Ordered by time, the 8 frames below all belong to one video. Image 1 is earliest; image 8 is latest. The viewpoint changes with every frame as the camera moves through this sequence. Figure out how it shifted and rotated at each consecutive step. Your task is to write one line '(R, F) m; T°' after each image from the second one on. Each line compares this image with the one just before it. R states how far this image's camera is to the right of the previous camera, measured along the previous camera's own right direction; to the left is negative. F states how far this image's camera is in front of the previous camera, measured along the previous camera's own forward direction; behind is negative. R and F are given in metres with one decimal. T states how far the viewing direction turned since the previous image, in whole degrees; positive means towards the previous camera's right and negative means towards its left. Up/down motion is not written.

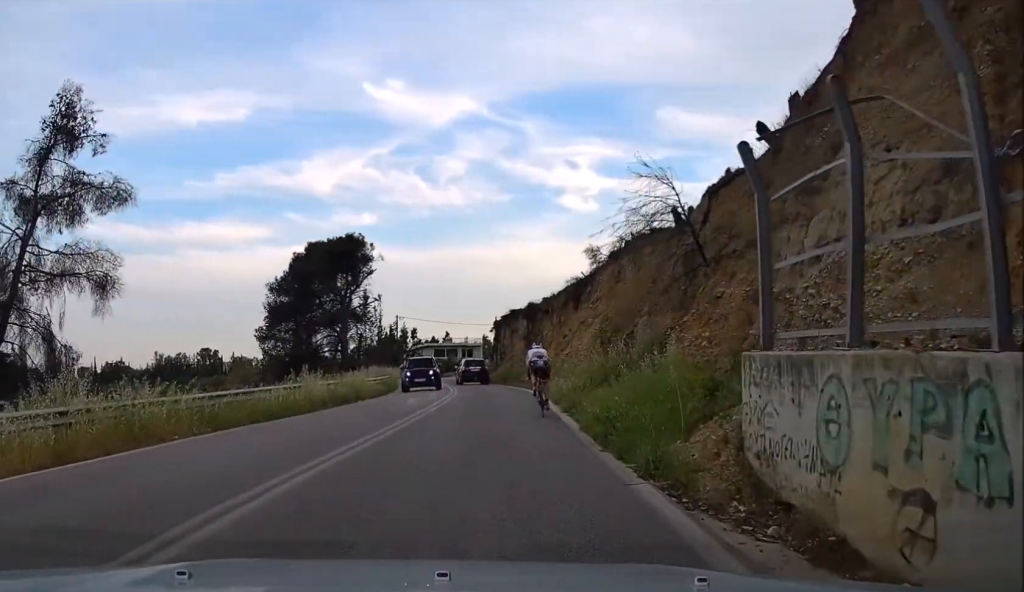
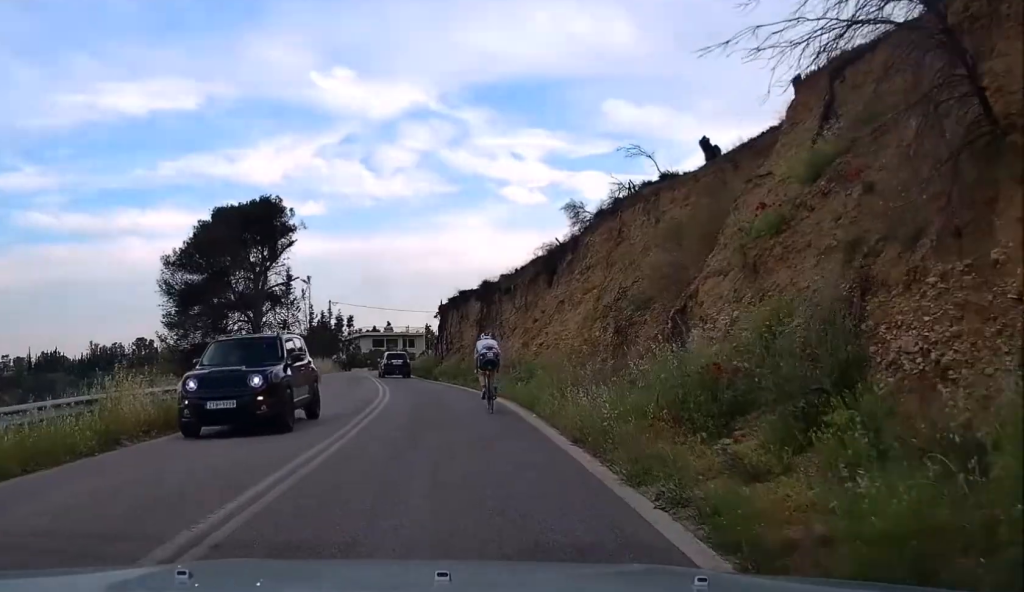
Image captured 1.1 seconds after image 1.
(+0.4, +10.5) m; +5°
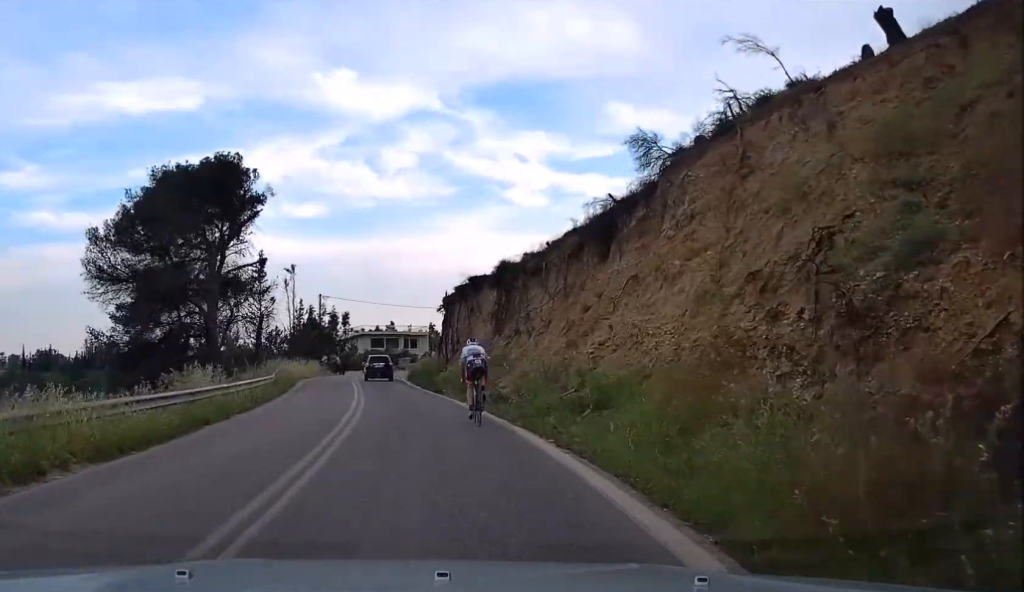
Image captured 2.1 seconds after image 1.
(+0.5, +10.3) m; +2°
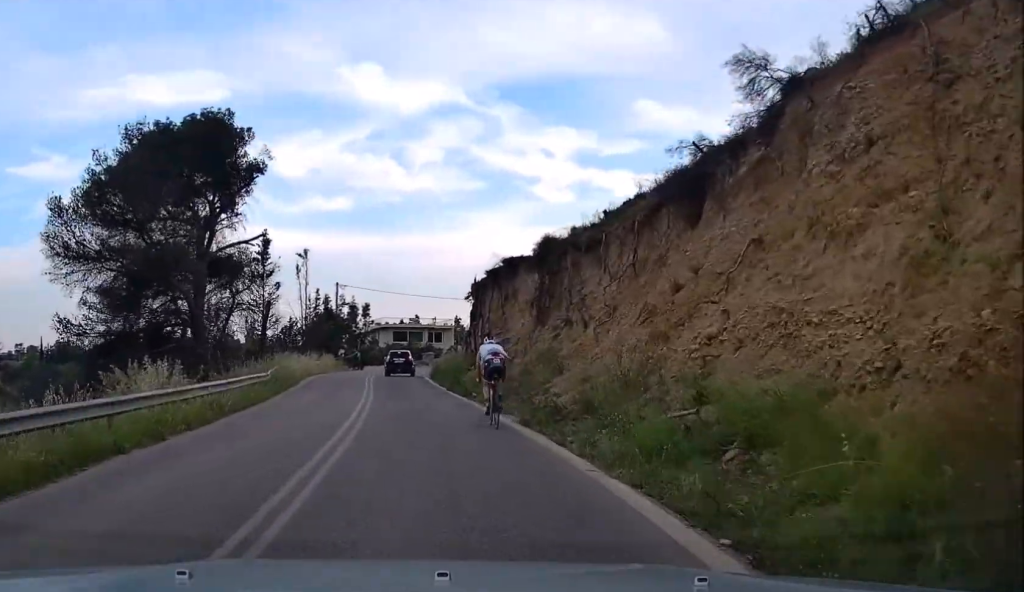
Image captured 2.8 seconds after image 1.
(-0.1, +6.1) m; -2°
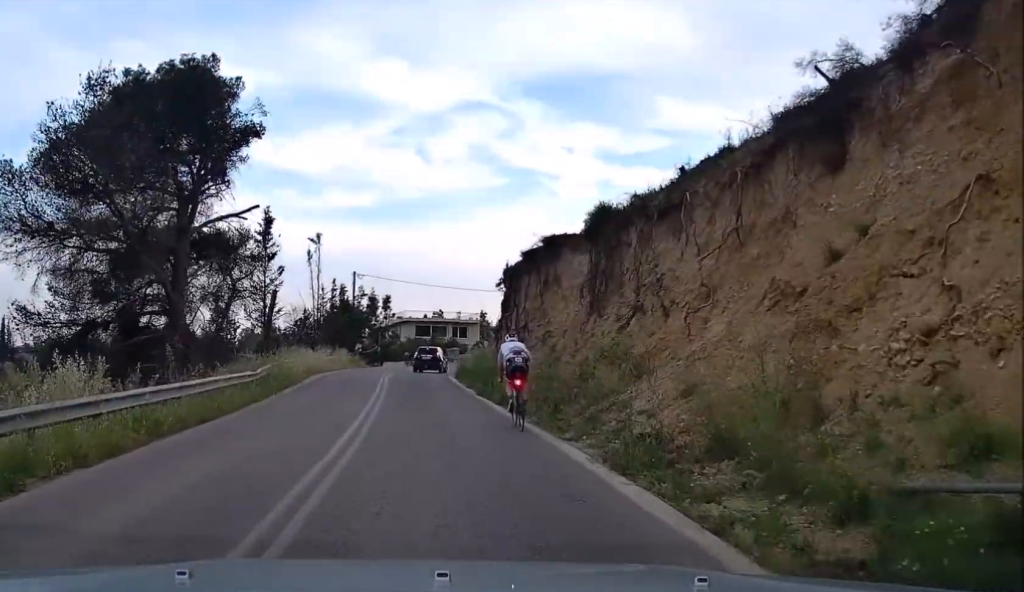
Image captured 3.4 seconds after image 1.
(0.0, +5.7) m; -3°
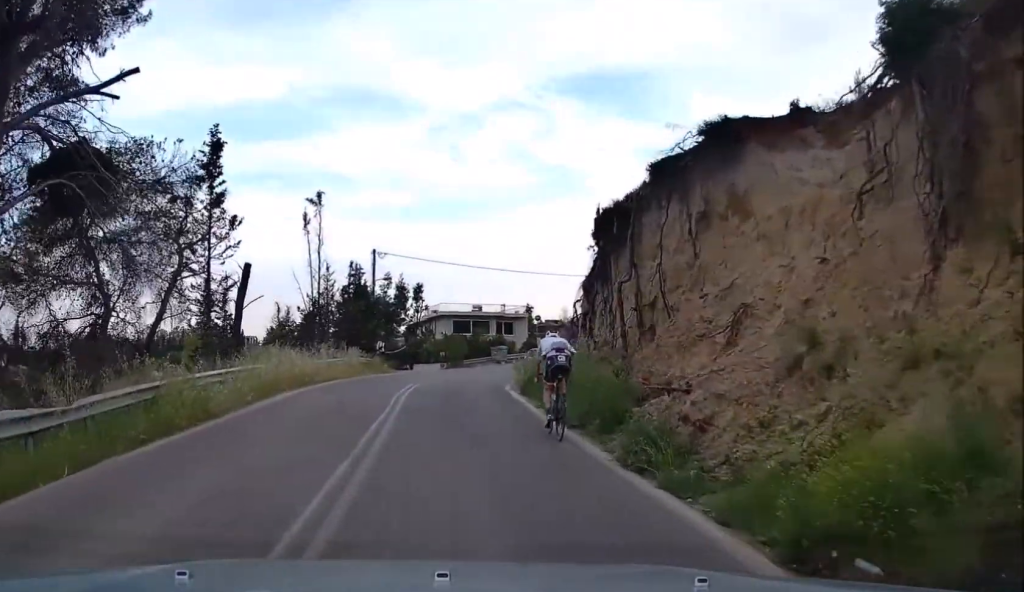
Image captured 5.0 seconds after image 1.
(-0.7, +14.8) m; -3°
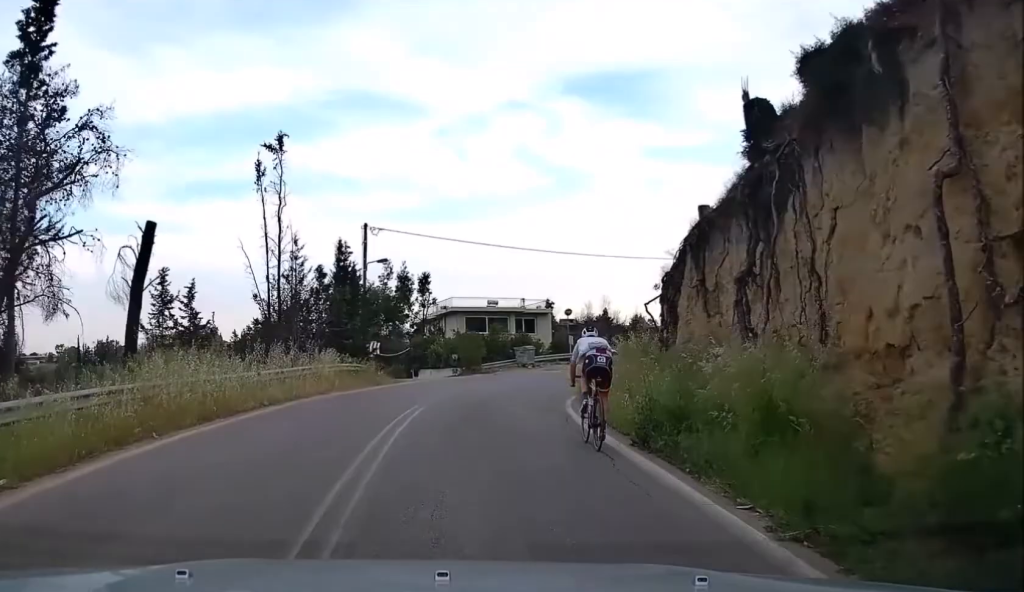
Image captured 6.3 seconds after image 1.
(-0.2, +12.0) m; -2°
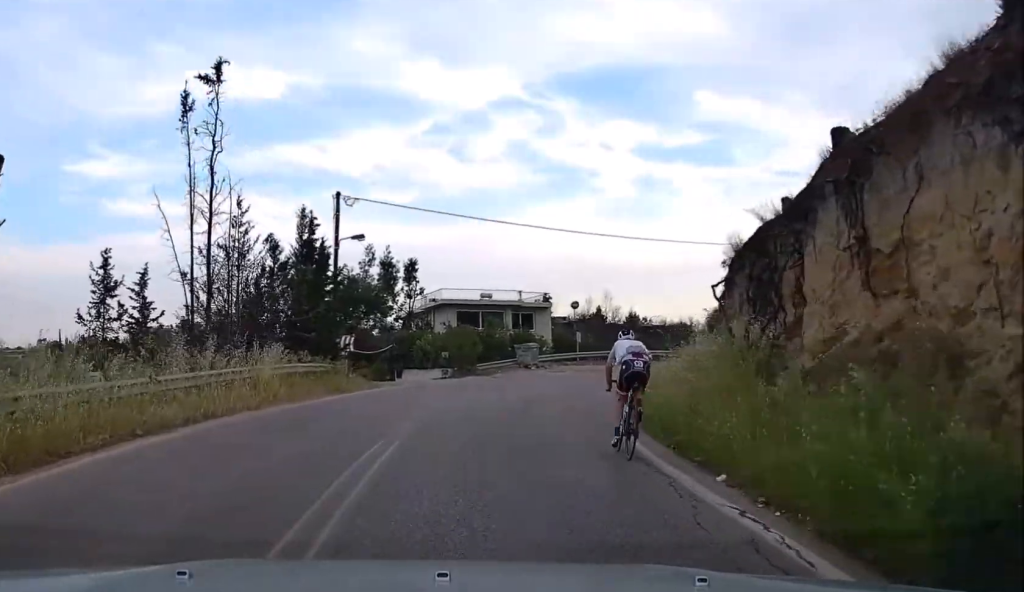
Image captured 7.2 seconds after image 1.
(0.0, +7.5) m; 0°
